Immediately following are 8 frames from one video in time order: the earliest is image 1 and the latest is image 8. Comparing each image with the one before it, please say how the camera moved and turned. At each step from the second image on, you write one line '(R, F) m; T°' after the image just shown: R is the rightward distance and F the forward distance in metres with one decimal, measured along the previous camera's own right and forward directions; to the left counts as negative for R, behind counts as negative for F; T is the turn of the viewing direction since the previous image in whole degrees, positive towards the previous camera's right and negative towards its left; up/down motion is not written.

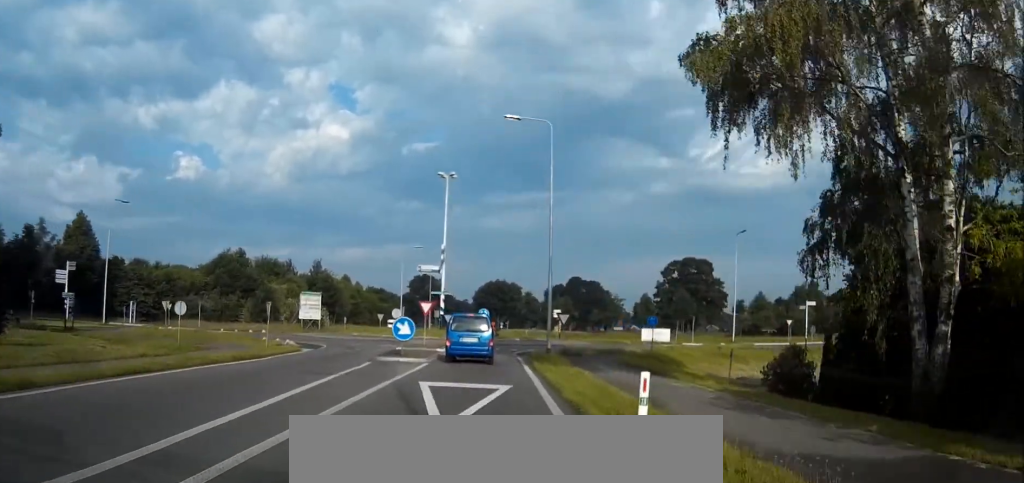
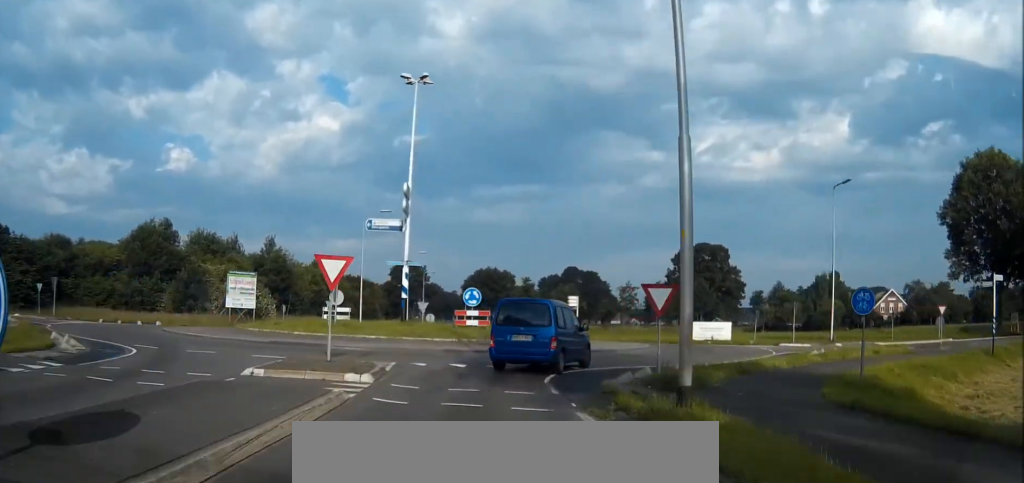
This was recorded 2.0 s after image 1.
(0.0, +22.4) m; +4°
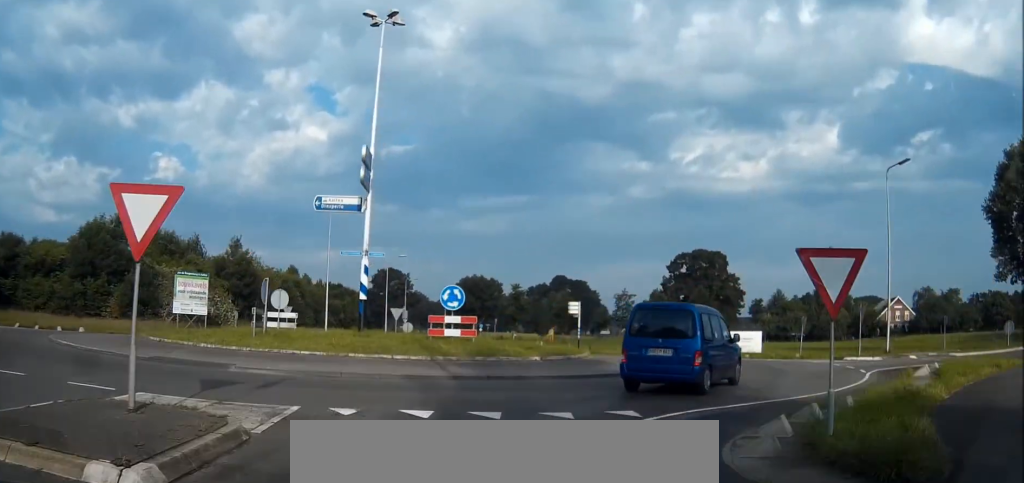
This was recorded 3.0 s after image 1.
(+0.7, +8.6) m; +1°
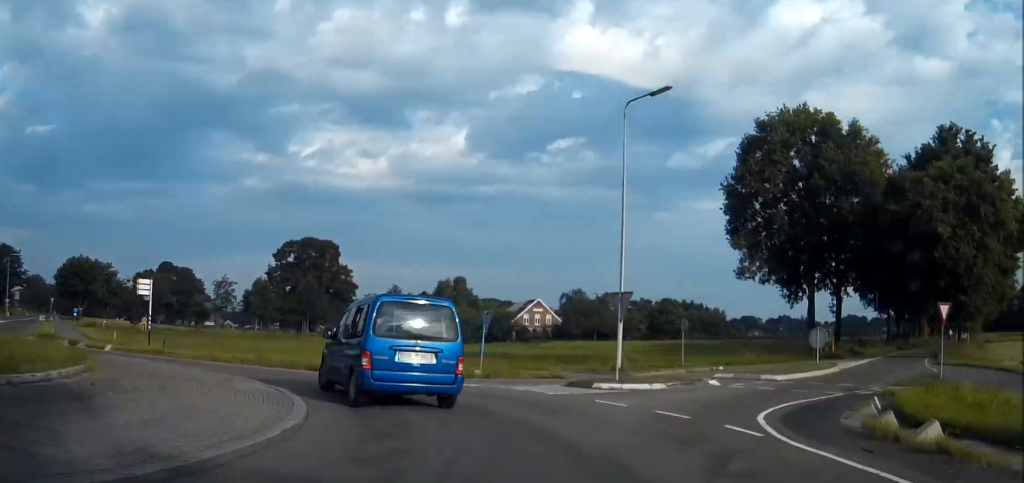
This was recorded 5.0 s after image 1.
(+0.4, +15.6) m; -2°
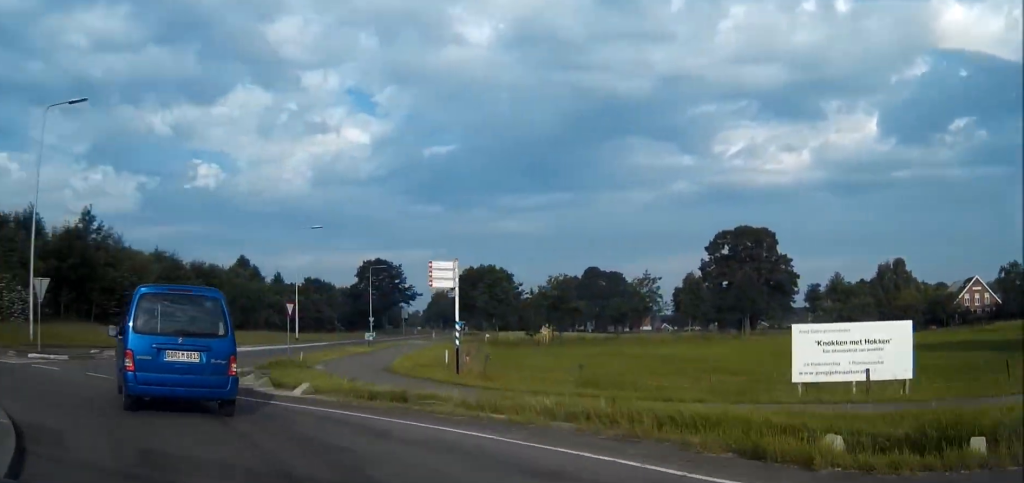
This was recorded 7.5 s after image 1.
(-1.1, +16.7) m; -15°
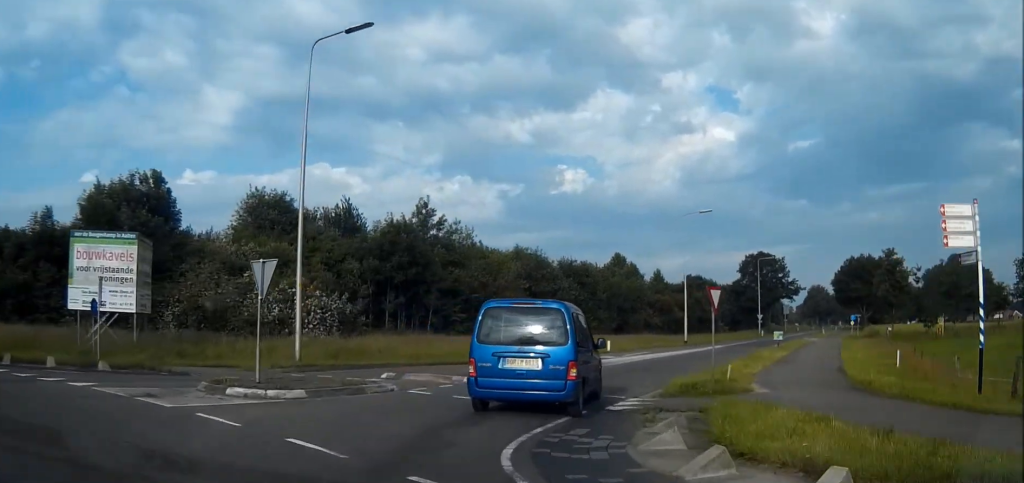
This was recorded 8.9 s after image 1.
(-1.2, +10.0) m; -4°
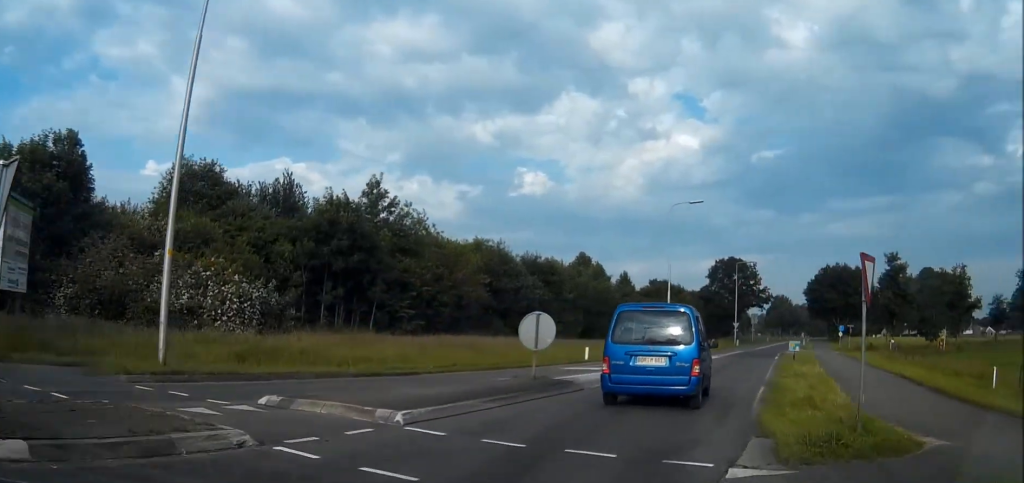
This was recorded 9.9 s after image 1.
(-1.5, +7.6) m; 0°
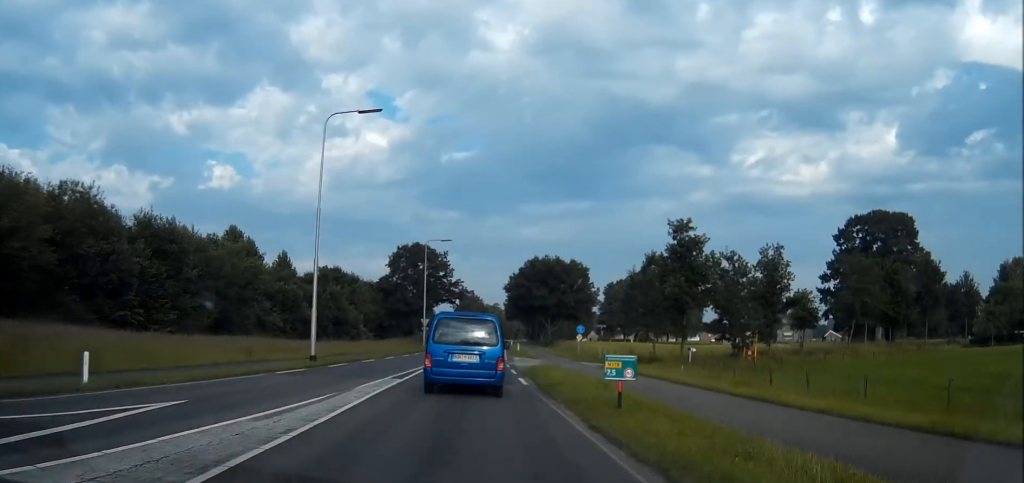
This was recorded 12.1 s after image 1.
(+3.2, +21.4) m; +10°
